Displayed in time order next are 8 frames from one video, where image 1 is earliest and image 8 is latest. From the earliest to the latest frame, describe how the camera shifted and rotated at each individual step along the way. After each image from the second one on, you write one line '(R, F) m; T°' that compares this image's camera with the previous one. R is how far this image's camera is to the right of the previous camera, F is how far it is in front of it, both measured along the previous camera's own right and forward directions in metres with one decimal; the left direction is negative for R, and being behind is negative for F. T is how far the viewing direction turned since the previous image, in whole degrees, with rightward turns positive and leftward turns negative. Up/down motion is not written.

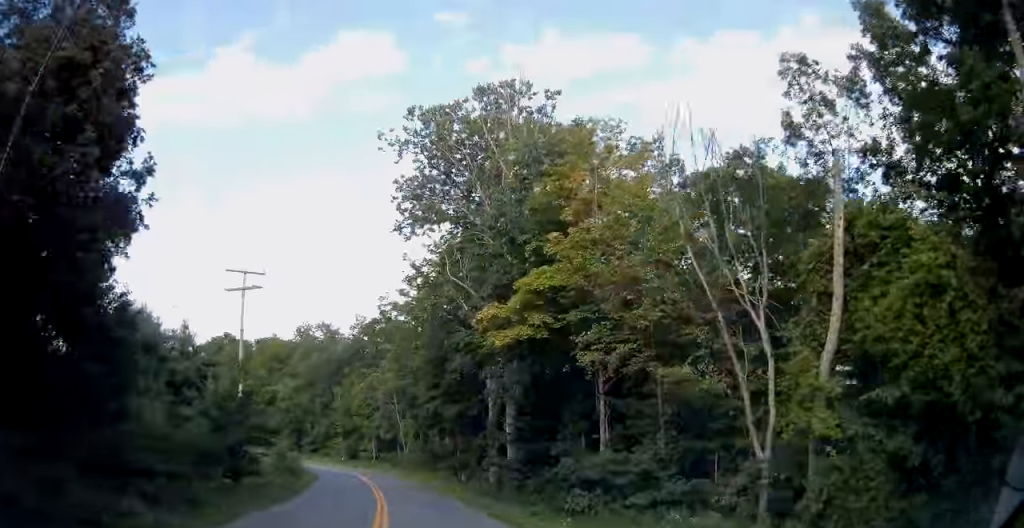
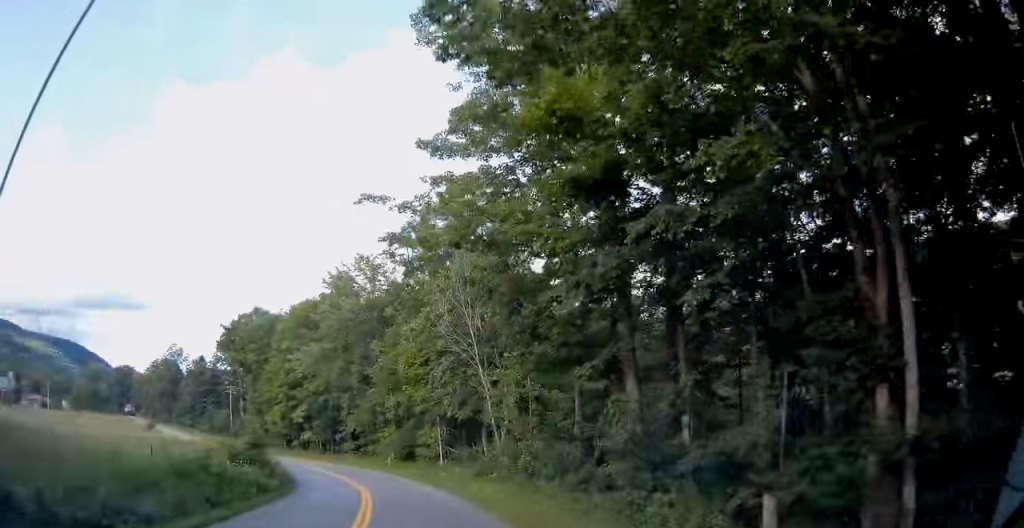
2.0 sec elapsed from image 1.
(-2.1, +31.5) m; -10°
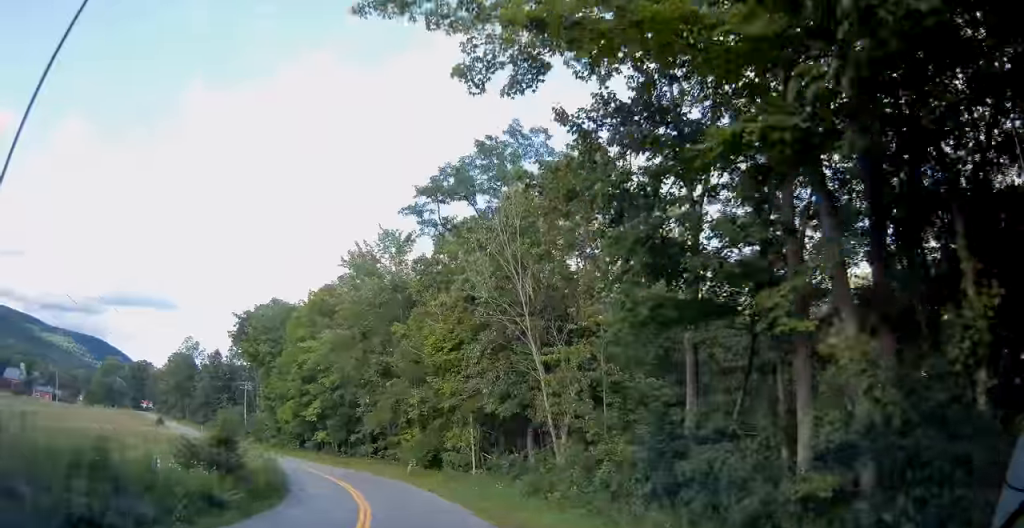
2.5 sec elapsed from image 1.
(-0.5, +8.0) m; -3°
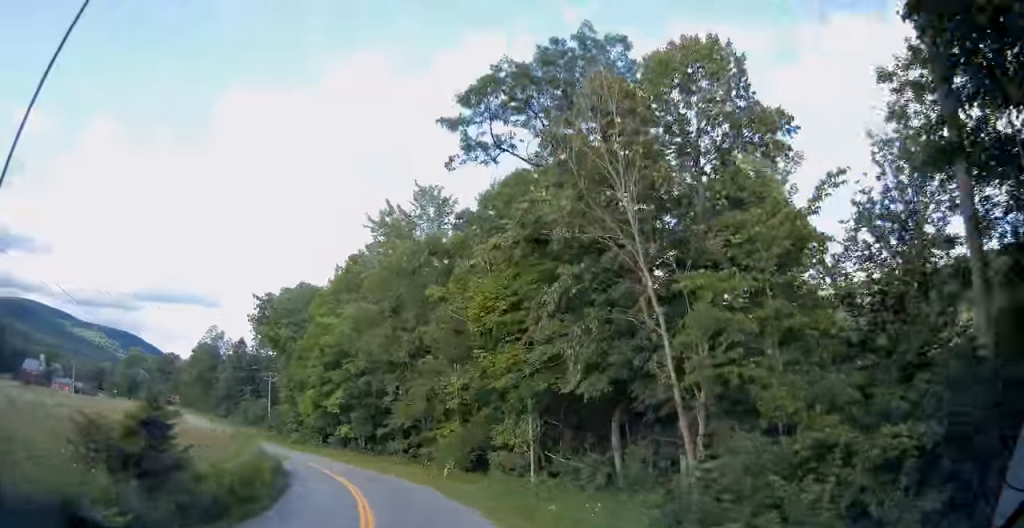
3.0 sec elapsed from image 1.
(-0.2, +8.5) m; -3°
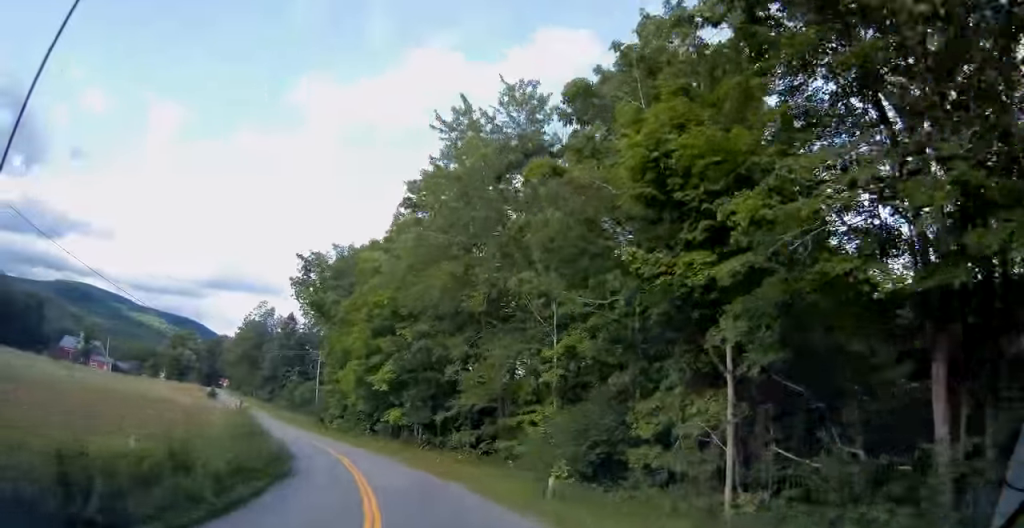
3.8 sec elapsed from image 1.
(-0.3, +12.5) m; -9°
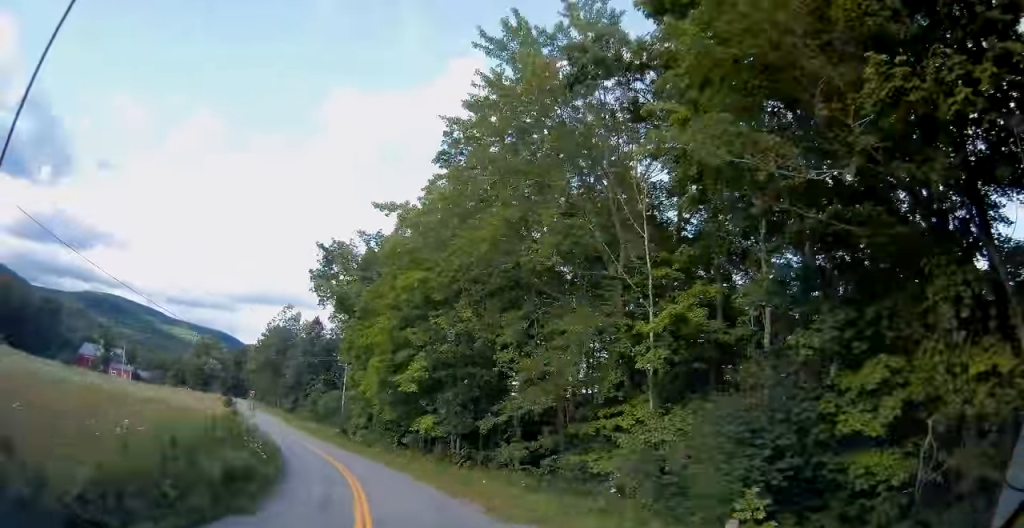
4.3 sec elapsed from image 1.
(-0.7, +8.0) m; -5°
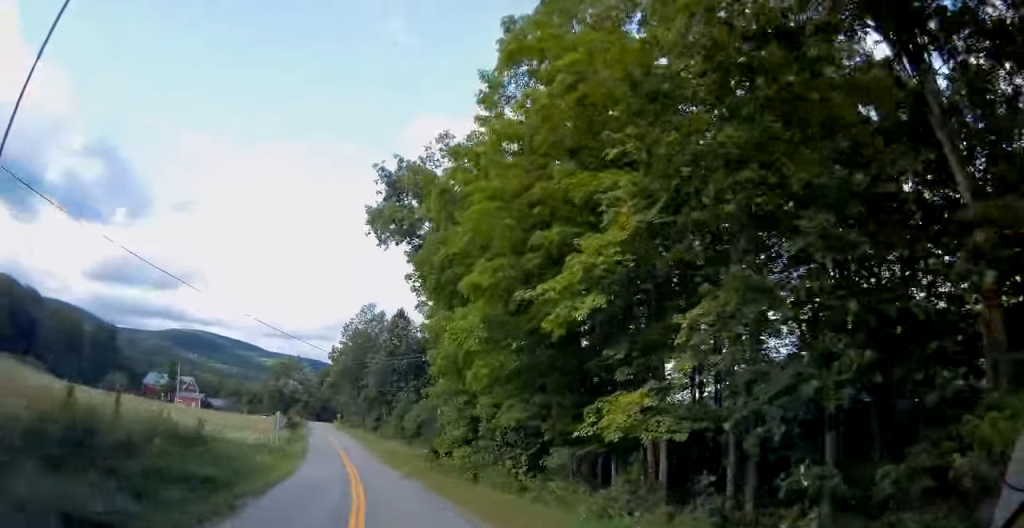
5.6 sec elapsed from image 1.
(-2.5, +22.2) m; -10°
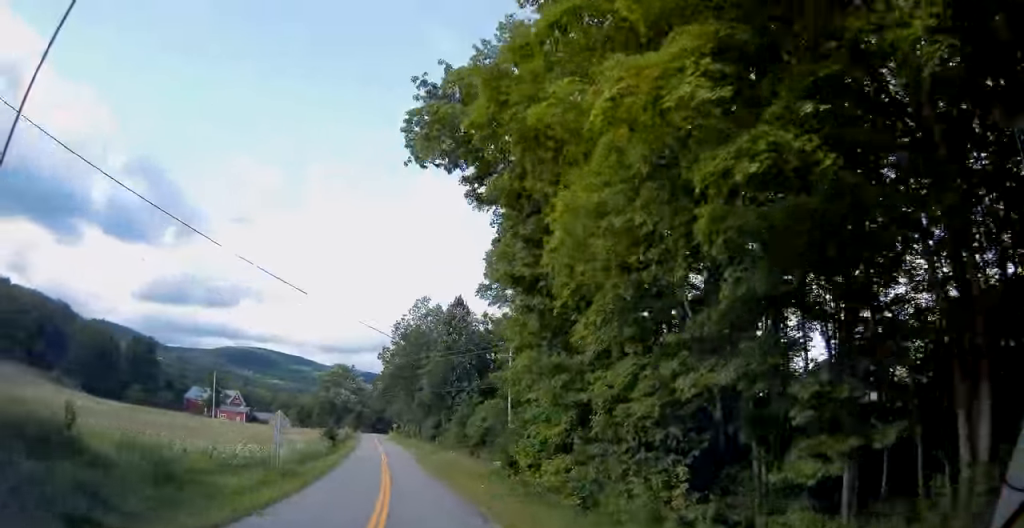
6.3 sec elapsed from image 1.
(-0.4, +12.0) m; -3°
